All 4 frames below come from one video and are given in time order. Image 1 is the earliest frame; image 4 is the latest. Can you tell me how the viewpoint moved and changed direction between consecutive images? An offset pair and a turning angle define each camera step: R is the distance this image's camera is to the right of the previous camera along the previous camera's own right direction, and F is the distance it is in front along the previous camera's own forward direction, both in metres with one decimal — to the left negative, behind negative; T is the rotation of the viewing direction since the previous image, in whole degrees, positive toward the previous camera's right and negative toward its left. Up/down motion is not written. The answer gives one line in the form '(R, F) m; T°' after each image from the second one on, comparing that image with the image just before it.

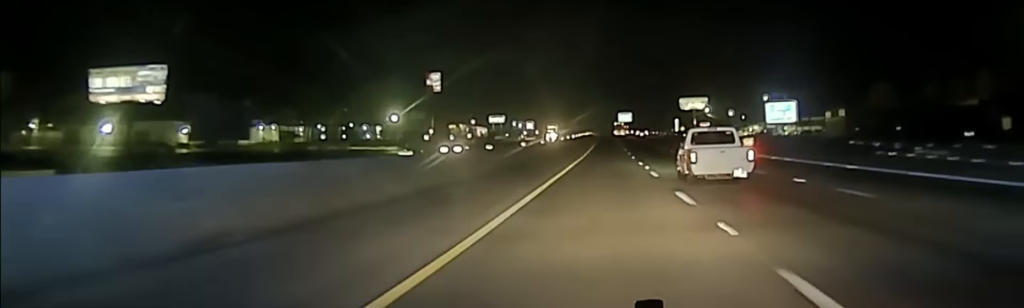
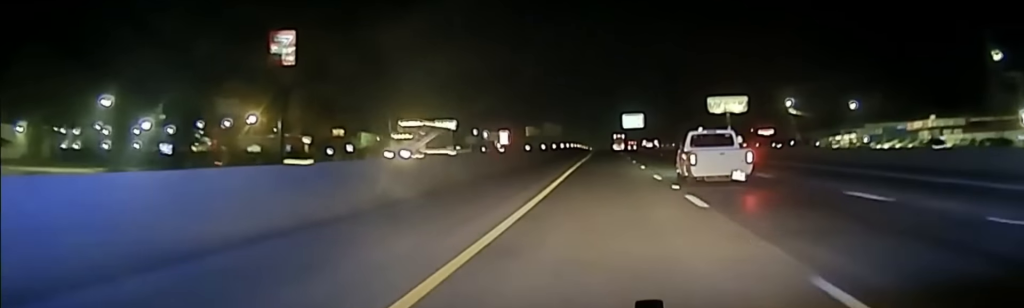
(-0.5, +143.2) m; 0°
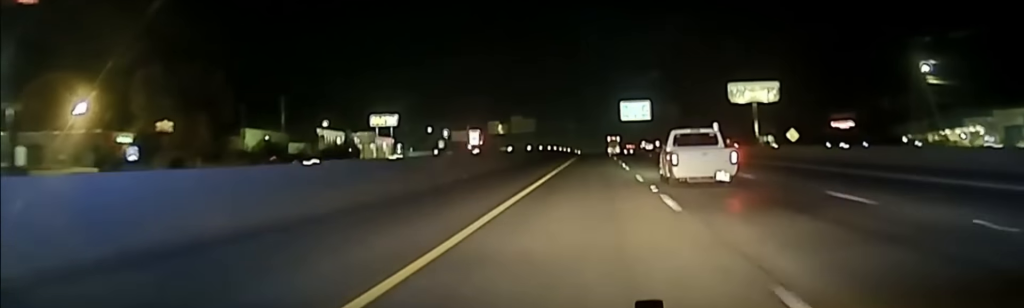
(+0.3, +67.8) m; 0°
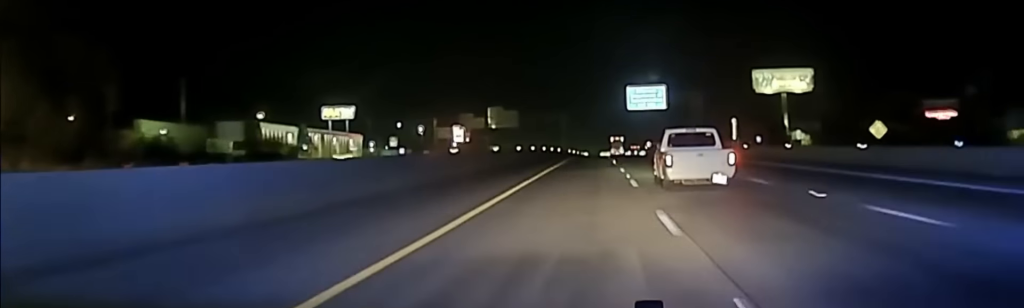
(-0.2, +35.7) m; 0°
